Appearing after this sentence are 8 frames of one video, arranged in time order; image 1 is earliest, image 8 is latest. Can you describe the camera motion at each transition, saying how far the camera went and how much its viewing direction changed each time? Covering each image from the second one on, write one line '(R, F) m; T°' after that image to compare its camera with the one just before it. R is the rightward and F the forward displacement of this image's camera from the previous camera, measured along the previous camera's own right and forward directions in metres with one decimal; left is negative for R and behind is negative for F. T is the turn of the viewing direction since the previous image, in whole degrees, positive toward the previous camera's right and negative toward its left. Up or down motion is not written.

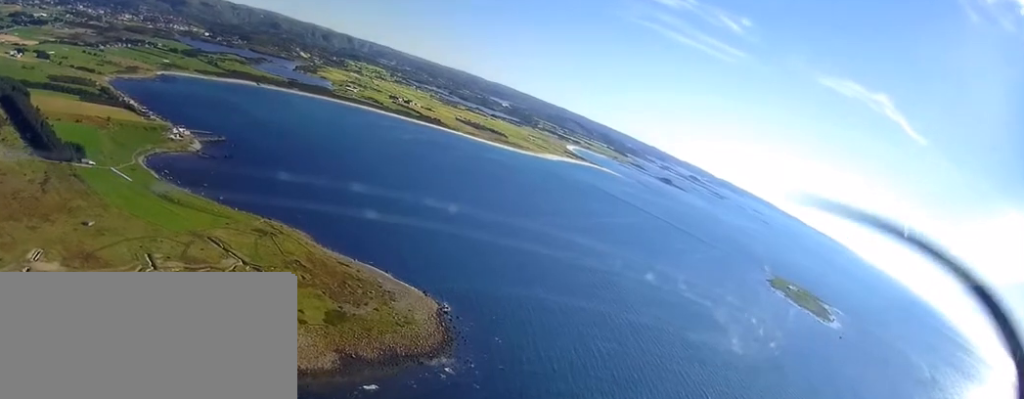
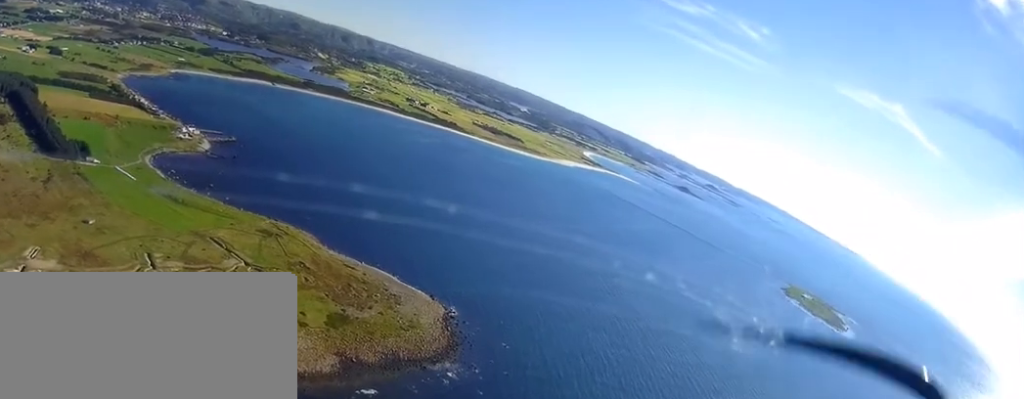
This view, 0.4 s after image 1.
(-0.1, +18.6) m; -3°
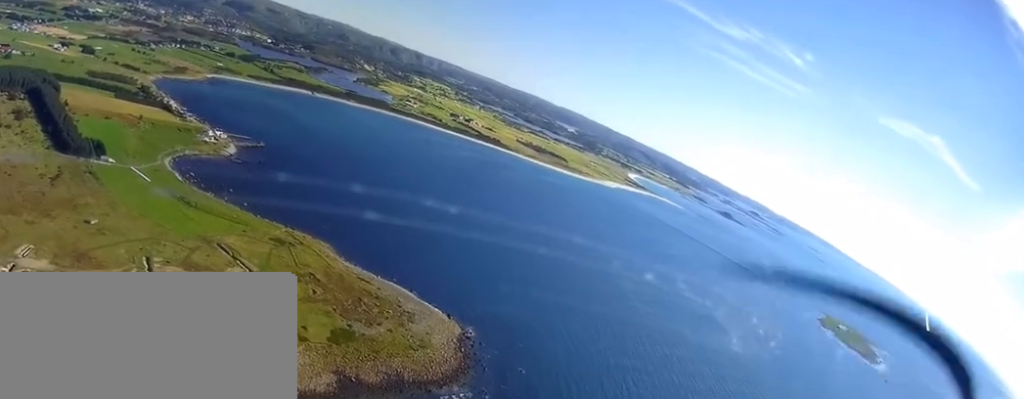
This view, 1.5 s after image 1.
(-3.7, +47.0) m; -7°
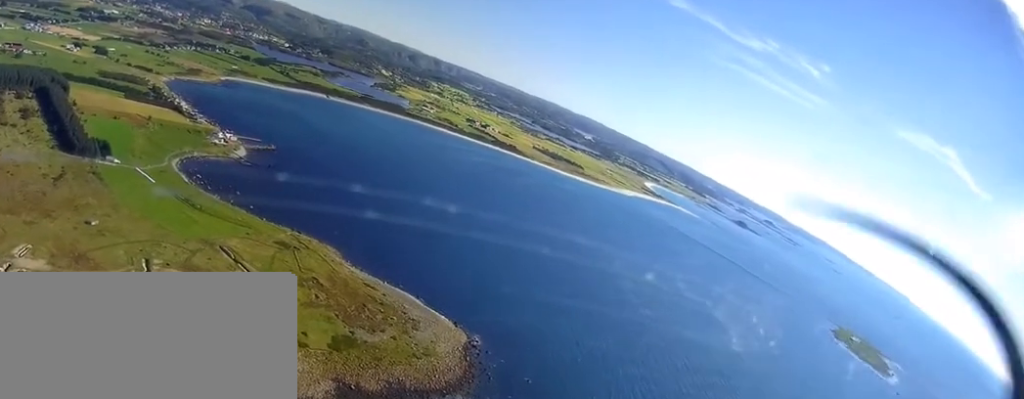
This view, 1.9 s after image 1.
(-0.4, +17.2) m; -1°
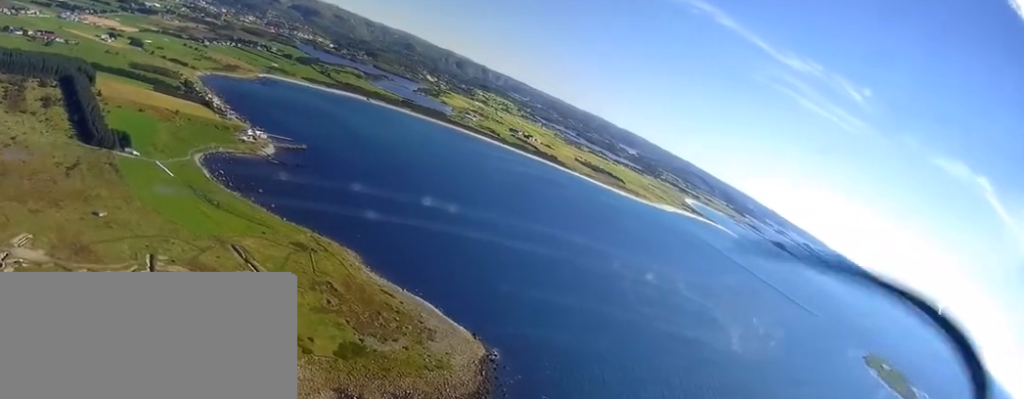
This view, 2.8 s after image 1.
(0.0, +36.0) m; 0°
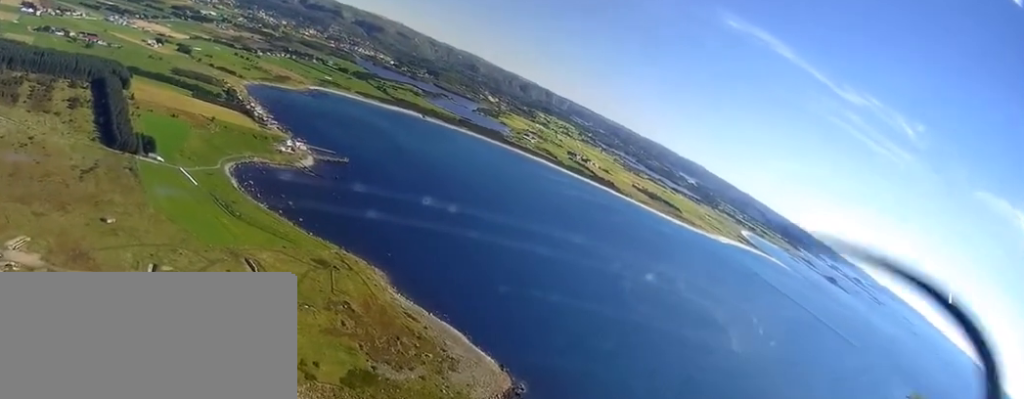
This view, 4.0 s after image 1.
(0.0, +53.3) m; -2°
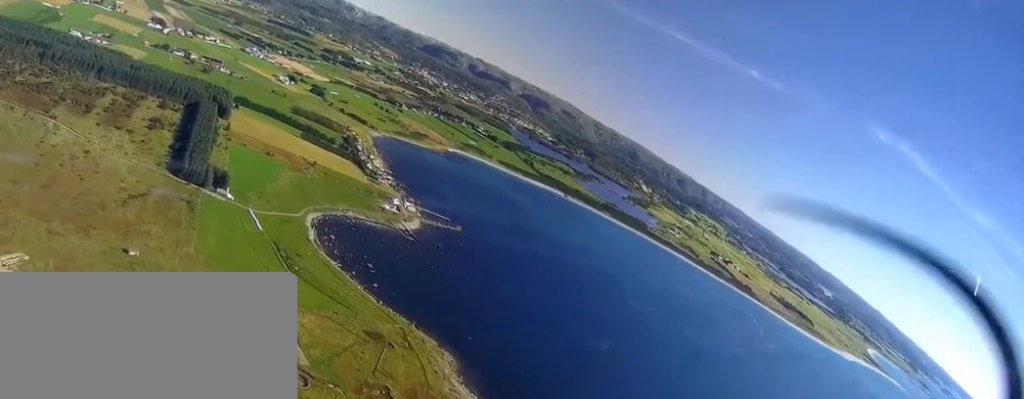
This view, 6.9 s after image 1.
(-20.3, +121.5) m; -18°
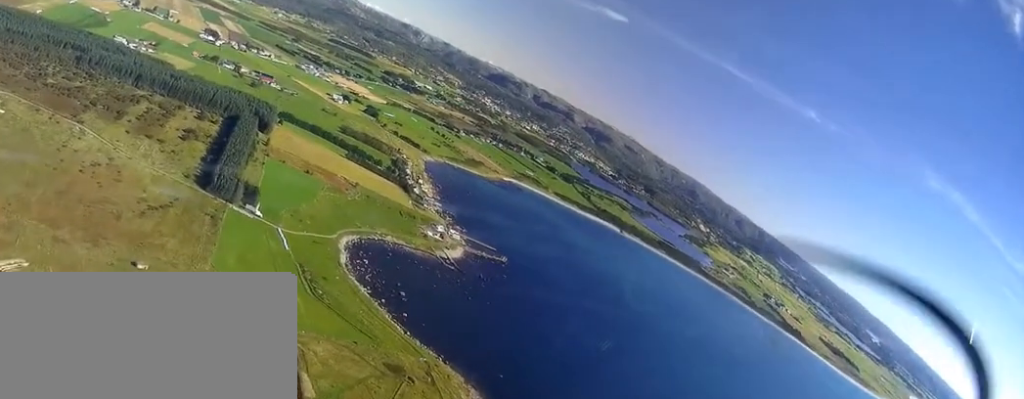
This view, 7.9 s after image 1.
(-3.4, +44.6) m; -7°
